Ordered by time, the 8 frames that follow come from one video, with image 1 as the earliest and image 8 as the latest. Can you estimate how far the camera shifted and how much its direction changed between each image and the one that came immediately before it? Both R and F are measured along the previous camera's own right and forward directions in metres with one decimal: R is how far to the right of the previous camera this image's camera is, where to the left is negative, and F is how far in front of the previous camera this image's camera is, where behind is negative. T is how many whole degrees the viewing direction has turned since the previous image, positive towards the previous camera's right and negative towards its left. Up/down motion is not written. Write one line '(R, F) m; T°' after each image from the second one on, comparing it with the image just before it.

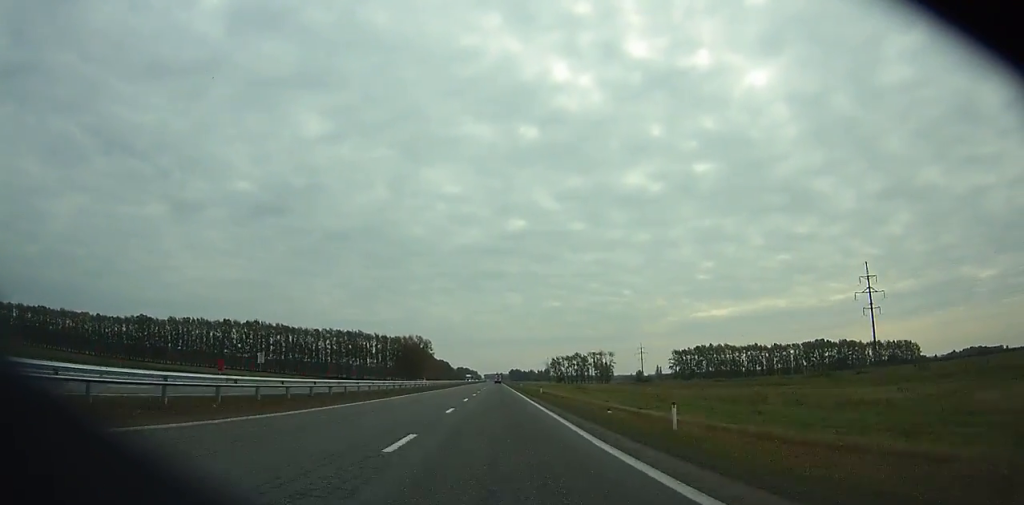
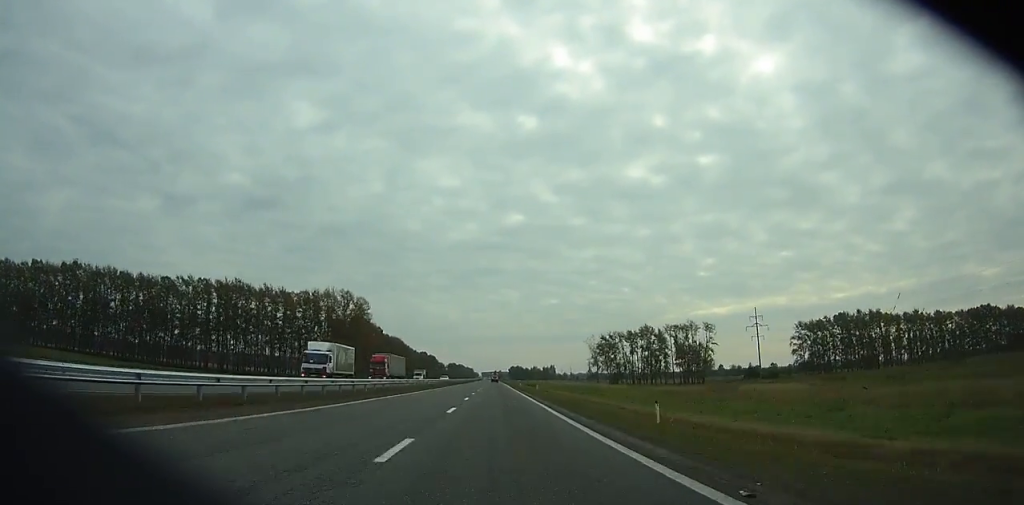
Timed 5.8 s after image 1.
(+2.7, +143.7) m; +1°
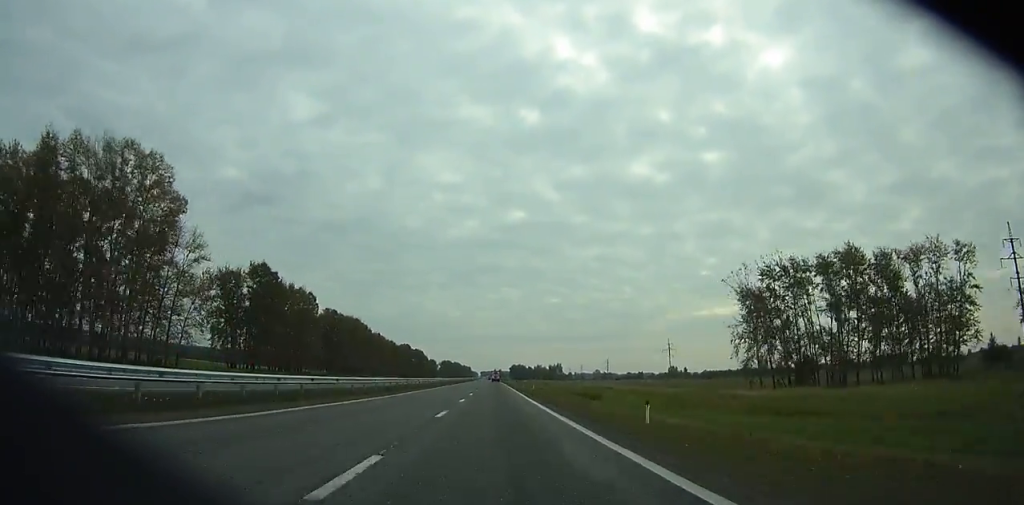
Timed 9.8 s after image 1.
(+0.2, +99.1) m; 0°
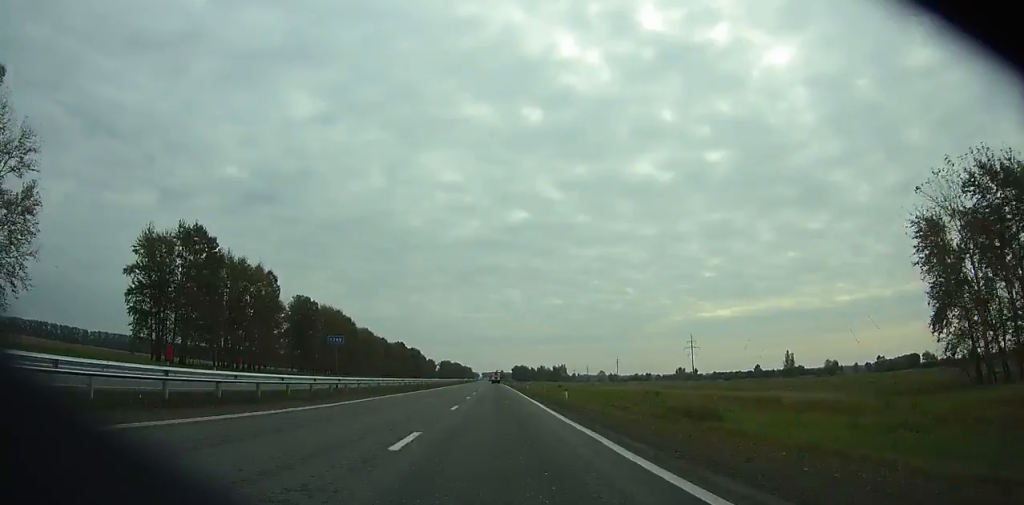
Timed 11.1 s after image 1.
(0.0, +32.1) m; 0°
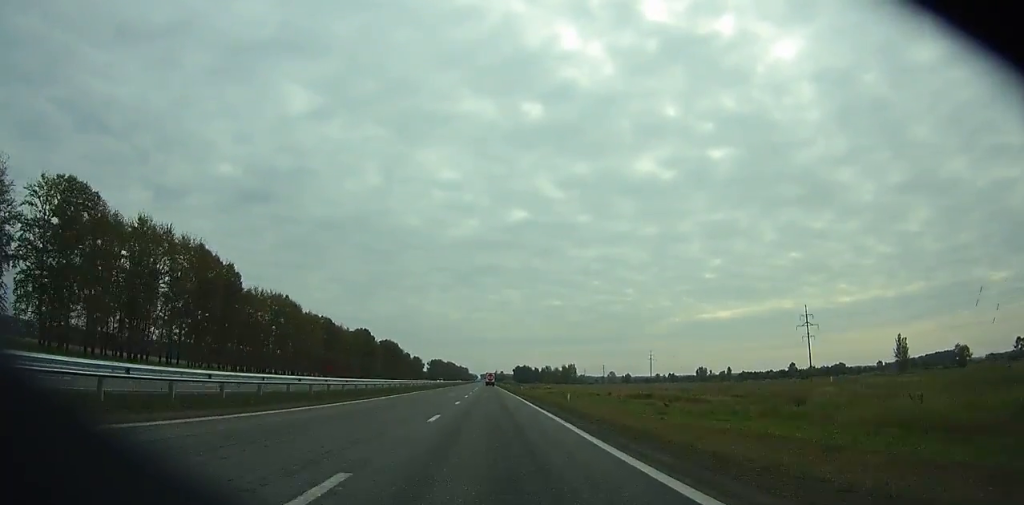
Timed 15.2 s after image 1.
(-0.3, +101.3) m; 0°
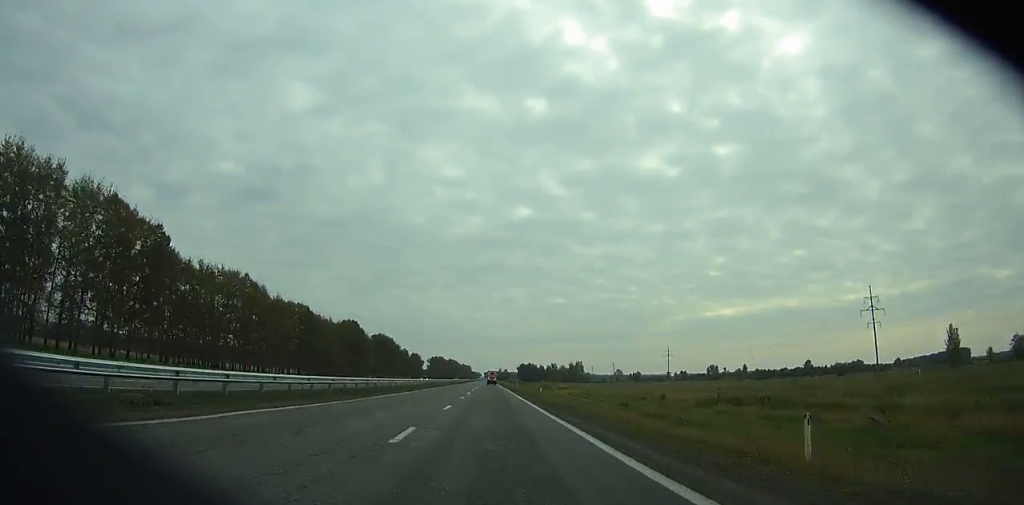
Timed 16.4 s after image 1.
(0.0, +29.8) m; 0°
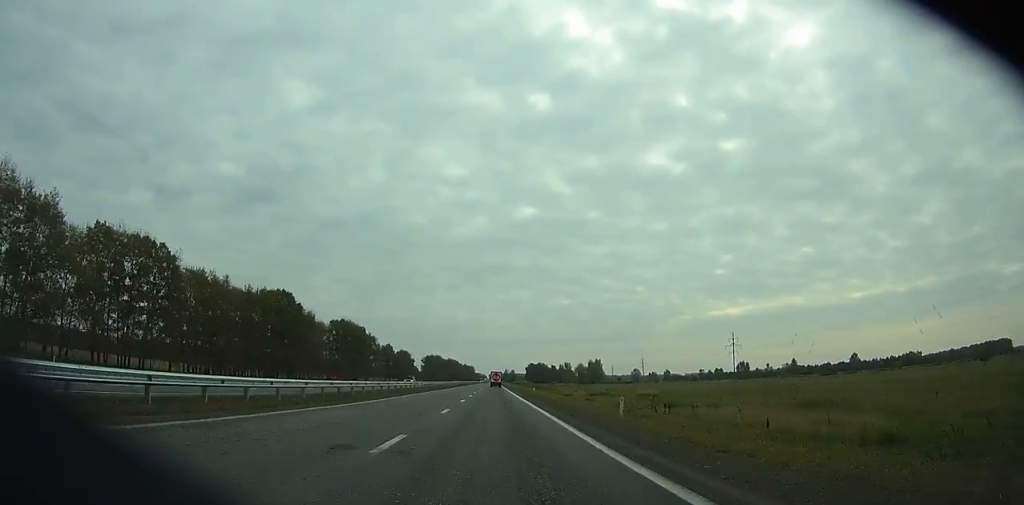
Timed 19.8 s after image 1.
(-0.3, +85.1) m; -1°
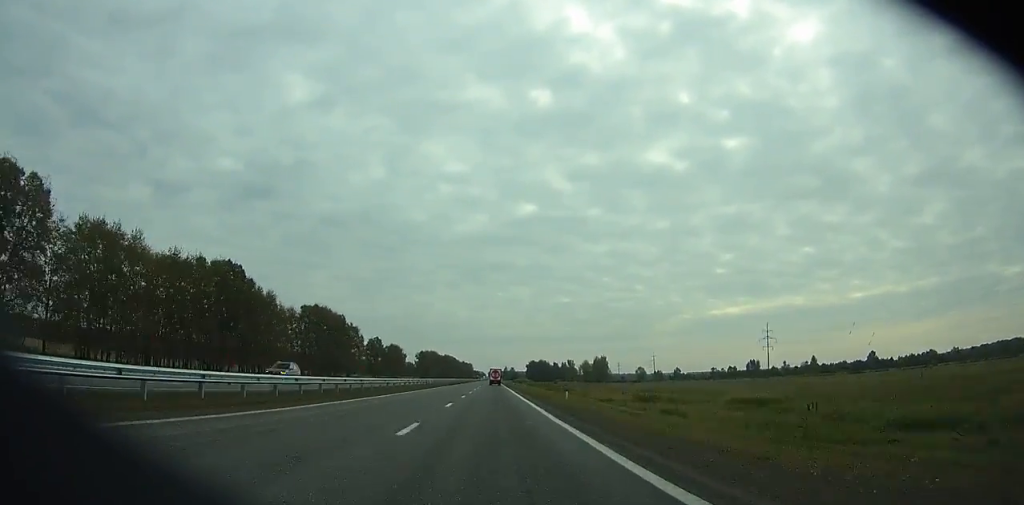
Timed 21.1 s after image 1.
(-0.1, +32.7) m; 0°
